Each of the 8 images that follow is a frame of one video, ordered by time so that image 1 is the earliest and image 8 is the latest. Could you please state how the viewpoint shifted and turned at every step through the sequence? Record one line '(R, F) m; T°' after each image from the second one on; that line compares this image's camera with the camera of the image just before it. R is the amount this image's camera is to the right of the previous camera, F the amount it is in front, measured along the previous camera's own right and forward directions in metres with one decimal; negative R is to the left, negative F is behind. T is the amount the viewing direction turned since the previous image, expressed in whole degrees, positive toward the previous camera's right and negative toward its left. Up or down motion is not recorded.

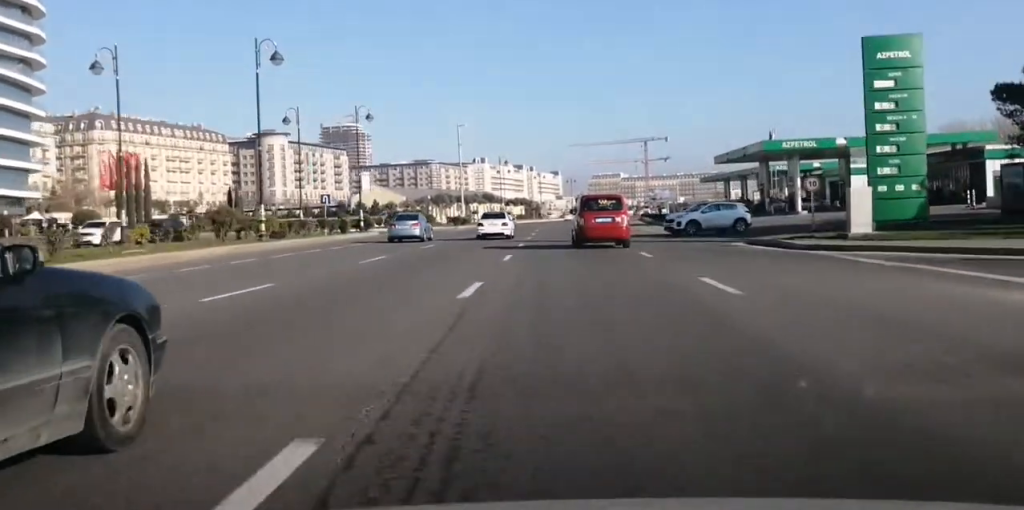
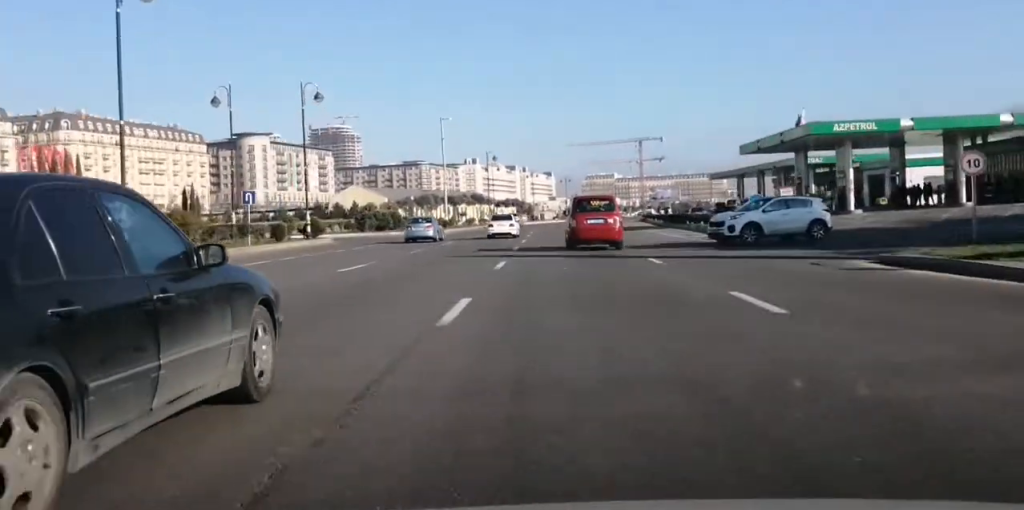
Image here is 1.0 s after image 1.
(-0.5, +15.0) m; 0°
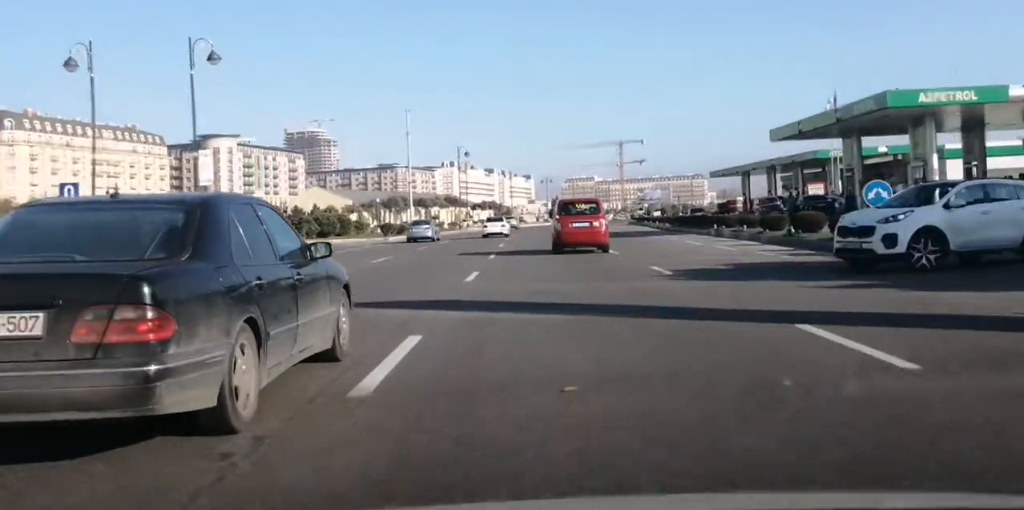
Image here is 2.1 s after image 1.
(+0.5, +16.6) m; 0°
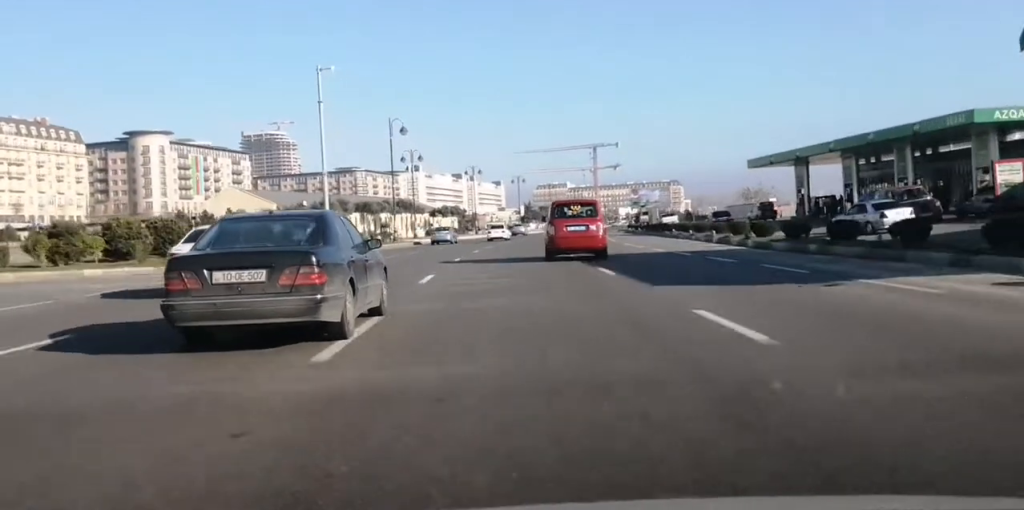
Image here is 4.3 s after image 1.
(-0.2, +34.6) m; 0°
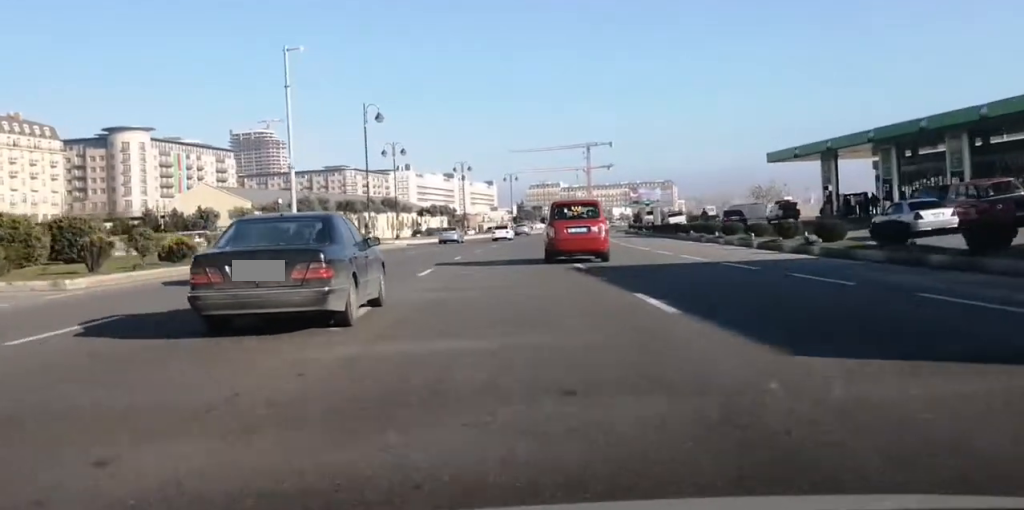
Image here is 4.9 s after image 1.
(-0.3, +7.8) m; 0°
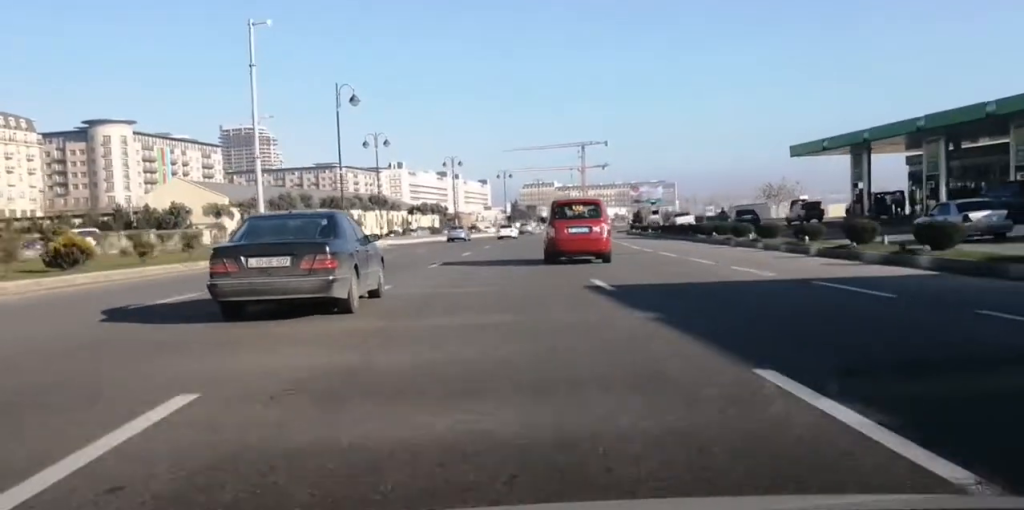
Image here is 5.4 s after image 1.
(+0.1, +7.0) m; +1°
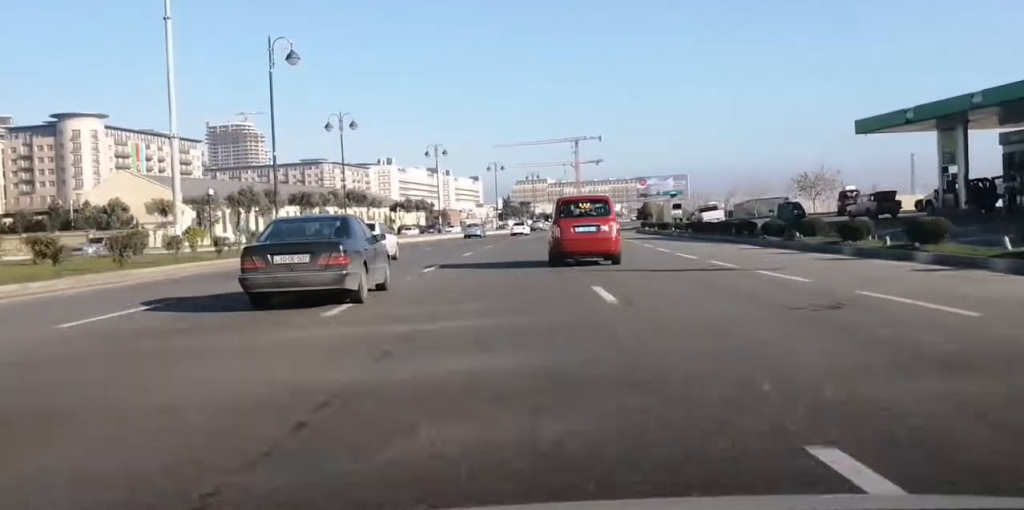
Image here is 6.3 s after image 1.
(+0.3, +13.4) m; +2°
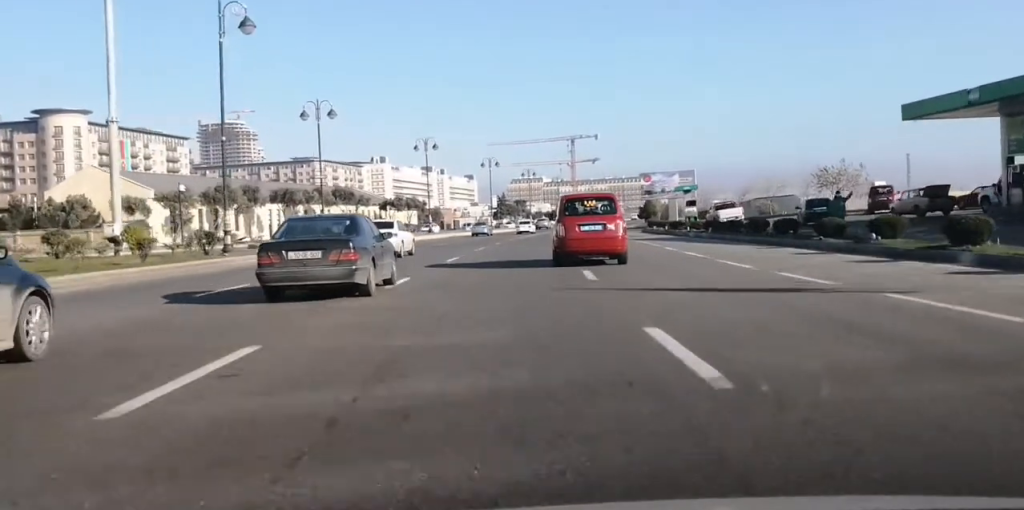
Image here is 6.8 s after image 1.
(-0.1, +7.4) m; +1°
